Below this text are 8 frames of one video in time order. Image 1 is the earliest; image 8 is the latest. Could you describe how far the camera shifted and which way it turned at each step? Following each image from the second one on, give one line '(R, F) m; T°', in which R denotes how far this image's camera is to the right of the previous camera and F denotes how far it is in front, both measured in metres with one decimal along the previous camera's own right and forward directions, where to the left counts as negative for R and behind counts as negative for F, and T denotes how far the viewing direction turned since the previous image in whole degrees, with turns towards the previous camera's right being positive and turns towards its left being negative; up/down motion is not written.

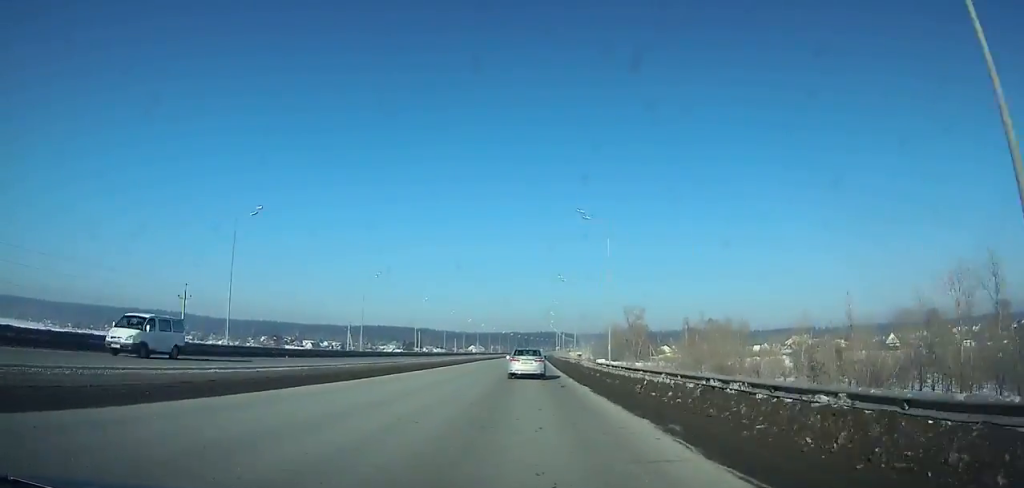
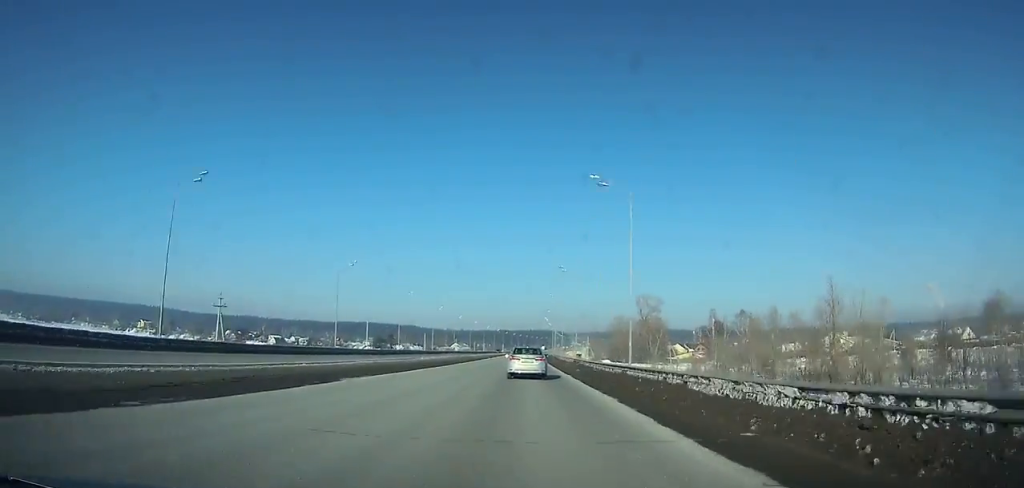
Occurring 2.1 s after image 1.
(+0.4, +47.7) m; +1°
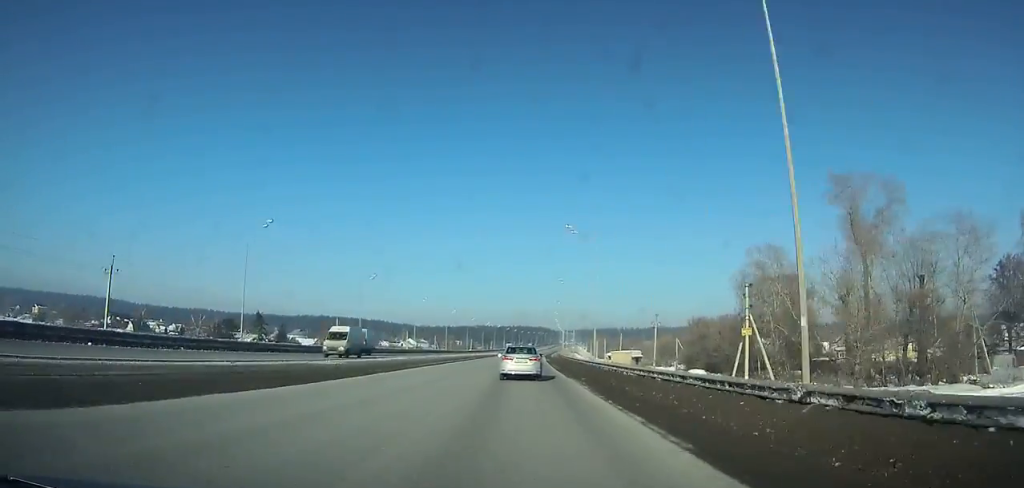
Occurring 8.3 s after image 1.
(+1.9, +138.8) m; +2°
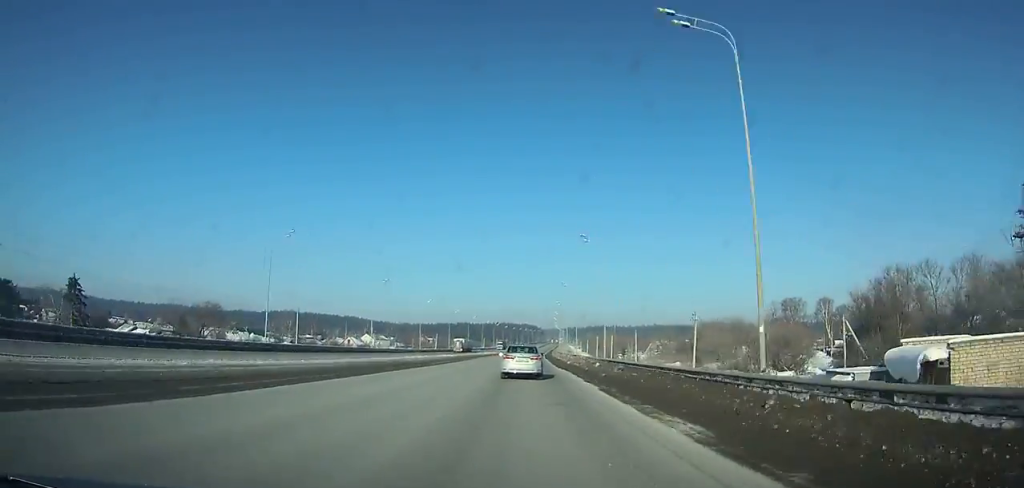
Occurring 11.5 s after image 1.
(+0.7, +70.9) m; +1°
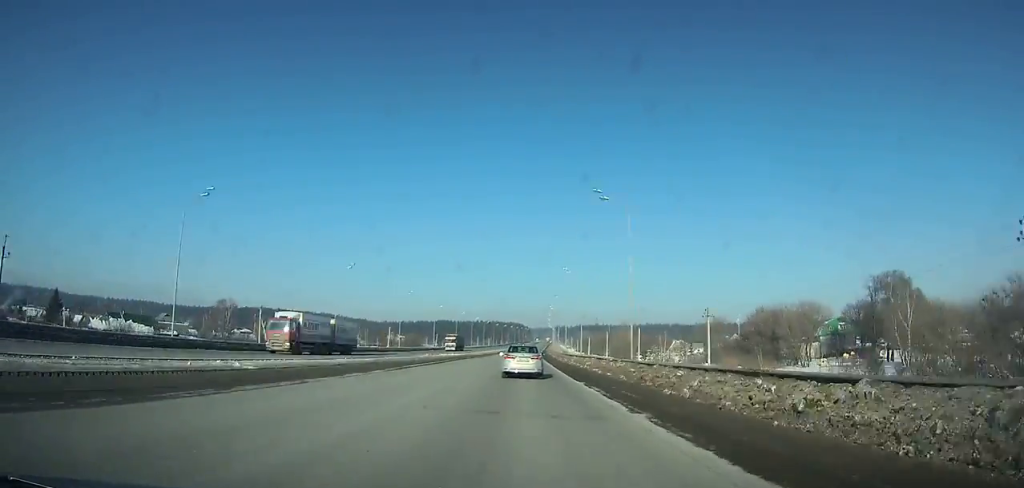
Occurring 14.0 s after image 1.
(+0.8, +55.1) m; +1°
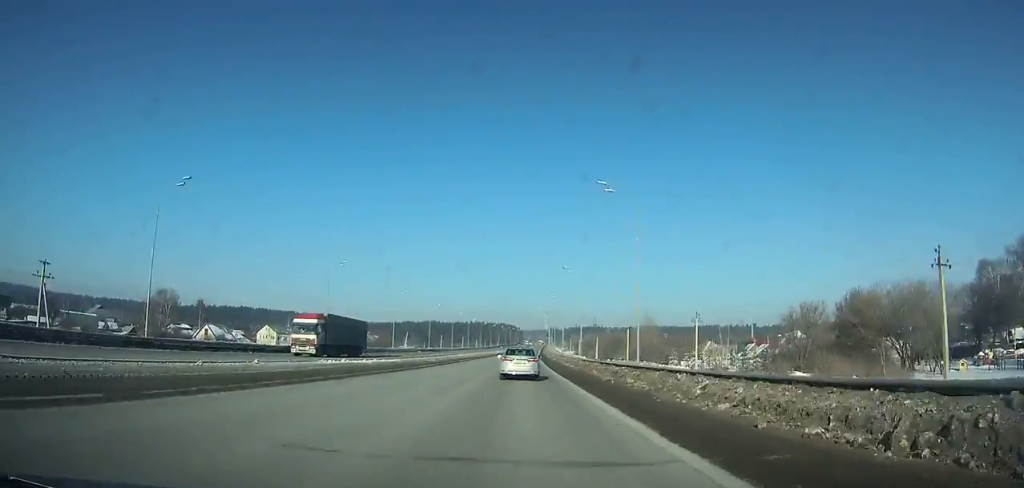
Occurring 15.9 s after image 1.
(+0.3, +41.7) m; +1°
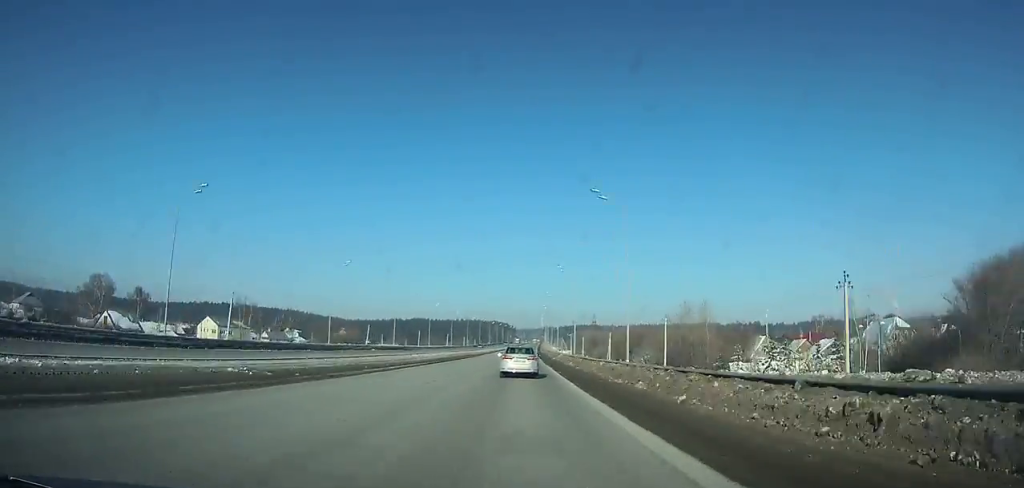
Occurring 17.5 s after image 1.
(+0.1, +35.0) m; 0°
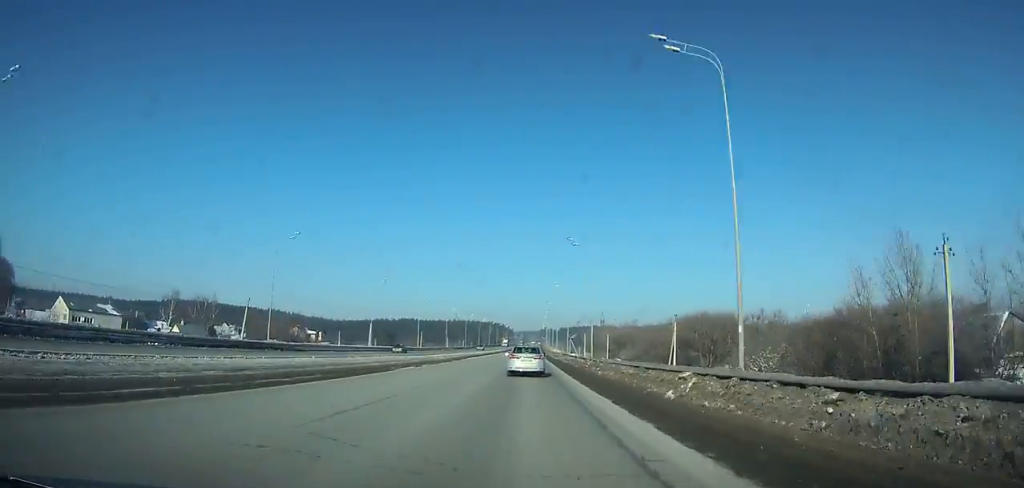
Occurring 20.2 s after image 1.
(+0.4, +58.7) m; +1°
